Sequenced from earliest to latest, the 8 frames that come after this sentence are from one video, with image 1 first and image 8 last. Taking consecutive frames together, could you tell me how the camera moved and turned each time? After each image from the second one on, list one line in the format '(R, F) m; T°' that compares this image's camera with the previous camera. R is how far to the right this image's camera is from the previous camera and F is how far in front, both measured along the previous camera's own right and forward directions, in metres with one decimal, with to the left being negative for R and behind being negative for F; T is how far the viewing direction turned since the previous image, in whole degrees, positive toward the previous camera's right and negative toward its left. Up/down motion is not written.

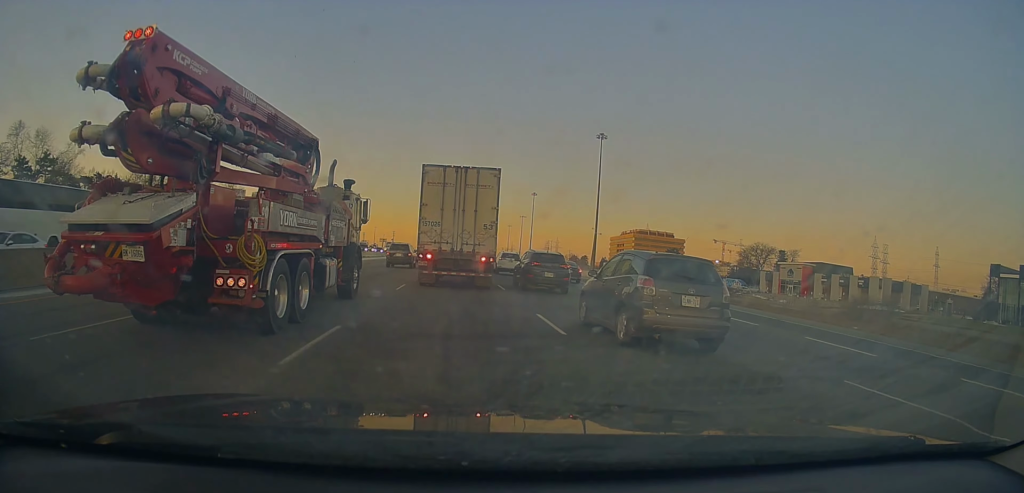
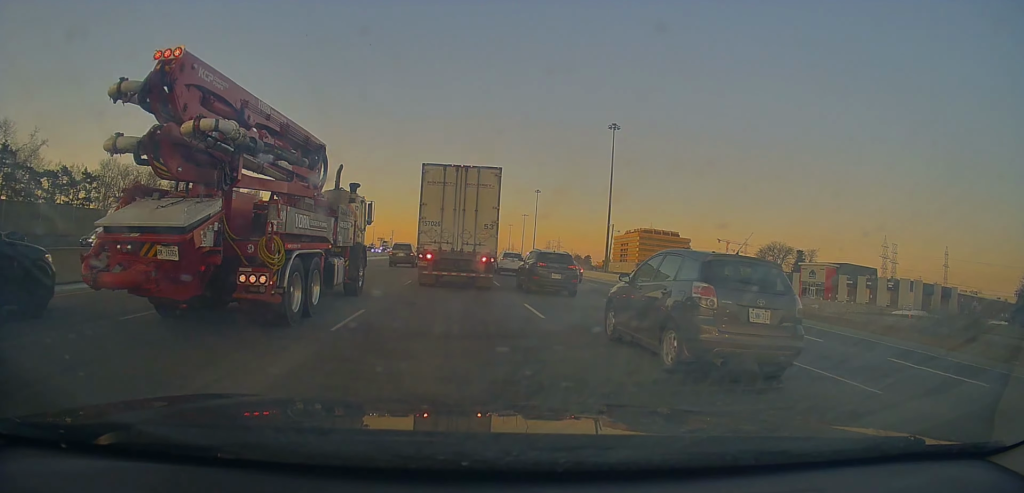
(0.0, +9.5) m; 0°
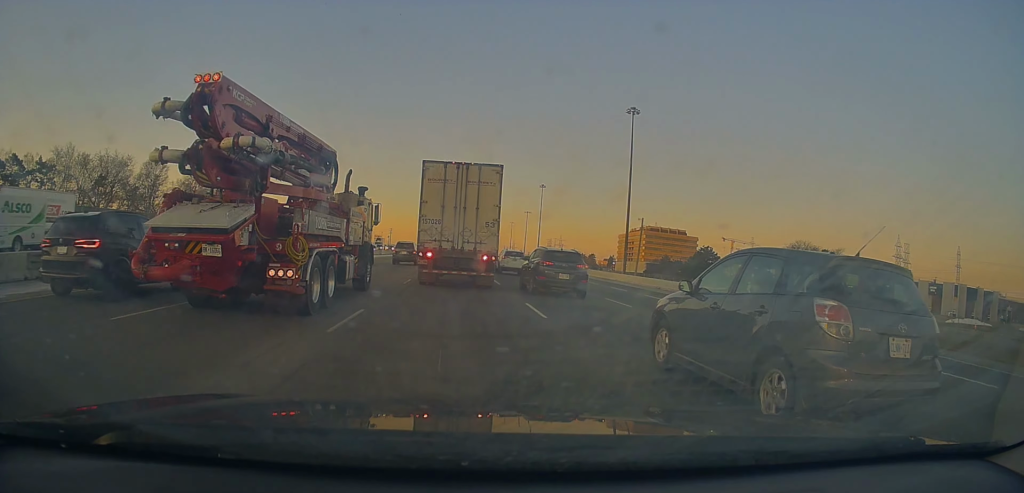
(0.0, +12.6) m; 0°
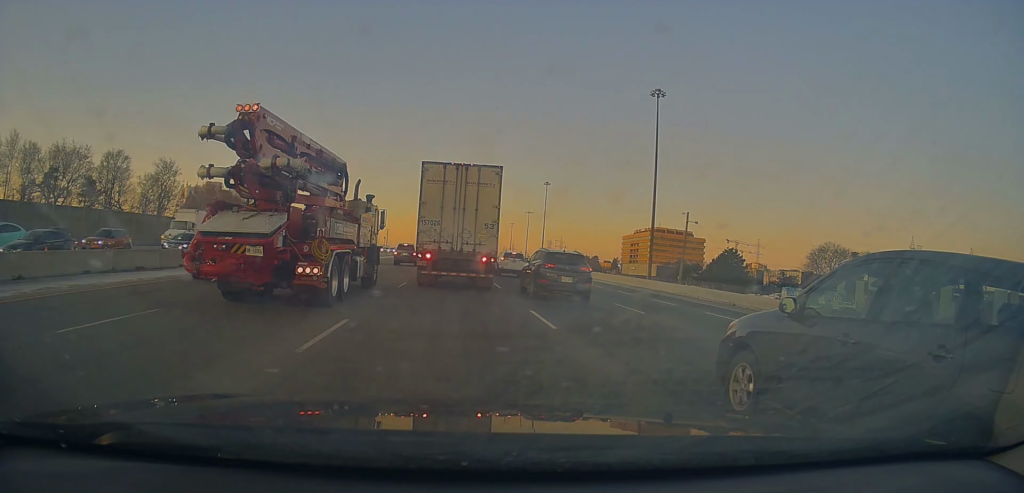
(0.0, +13.9) m; +1°
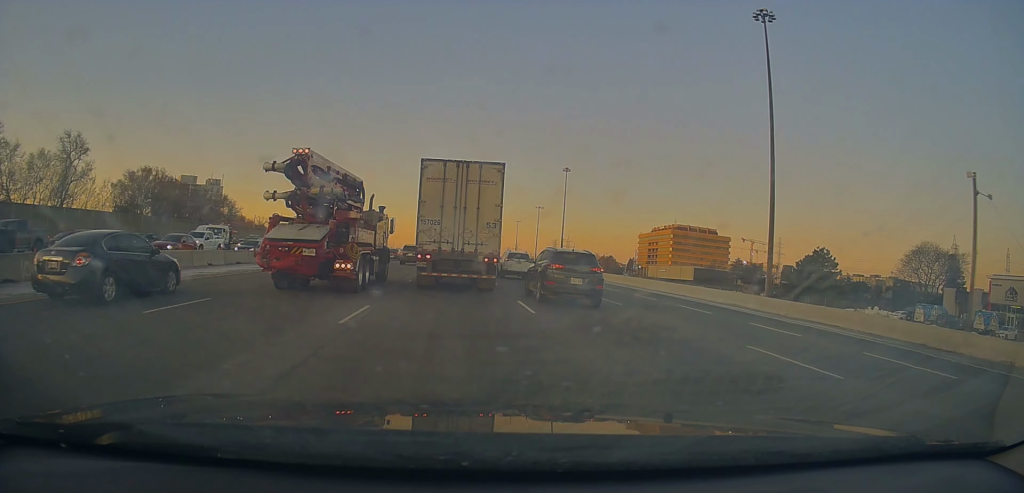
(+0.5, +34.0) m; 0°
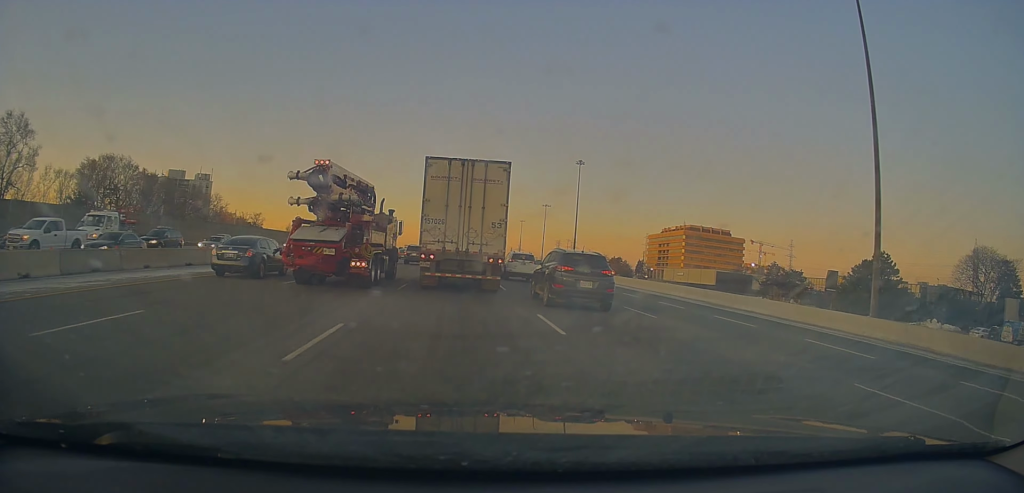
(-0.3, +15.1) m; 0°
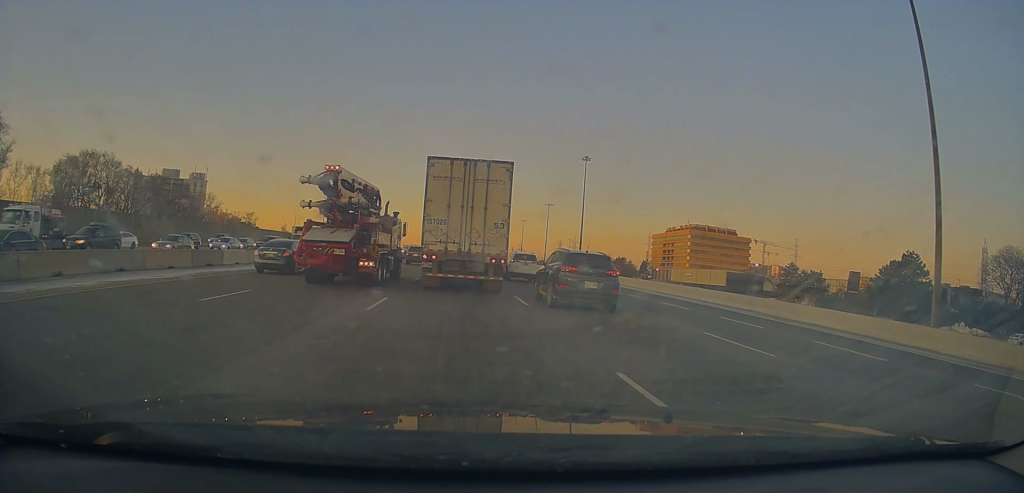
(-0.1, +6.3) m; 0°
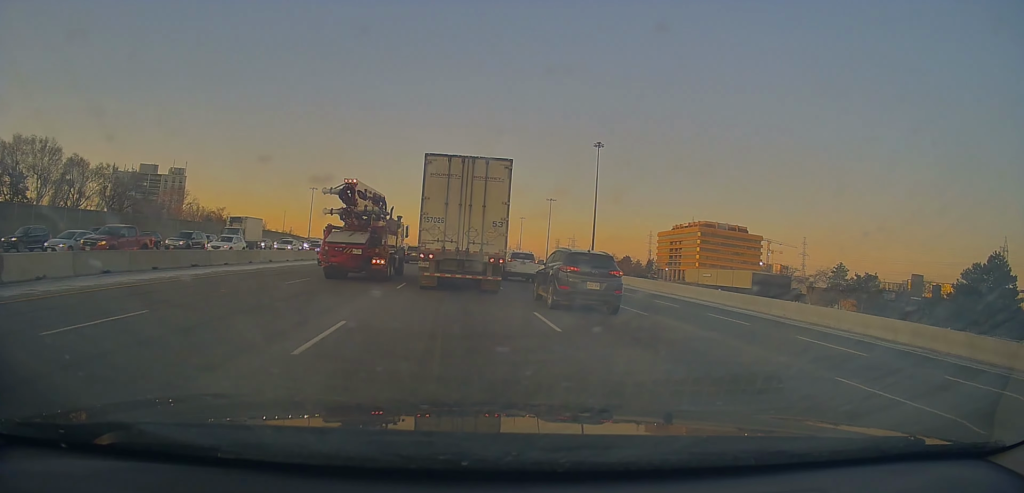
(+0.4, +17.1) m; 0°
